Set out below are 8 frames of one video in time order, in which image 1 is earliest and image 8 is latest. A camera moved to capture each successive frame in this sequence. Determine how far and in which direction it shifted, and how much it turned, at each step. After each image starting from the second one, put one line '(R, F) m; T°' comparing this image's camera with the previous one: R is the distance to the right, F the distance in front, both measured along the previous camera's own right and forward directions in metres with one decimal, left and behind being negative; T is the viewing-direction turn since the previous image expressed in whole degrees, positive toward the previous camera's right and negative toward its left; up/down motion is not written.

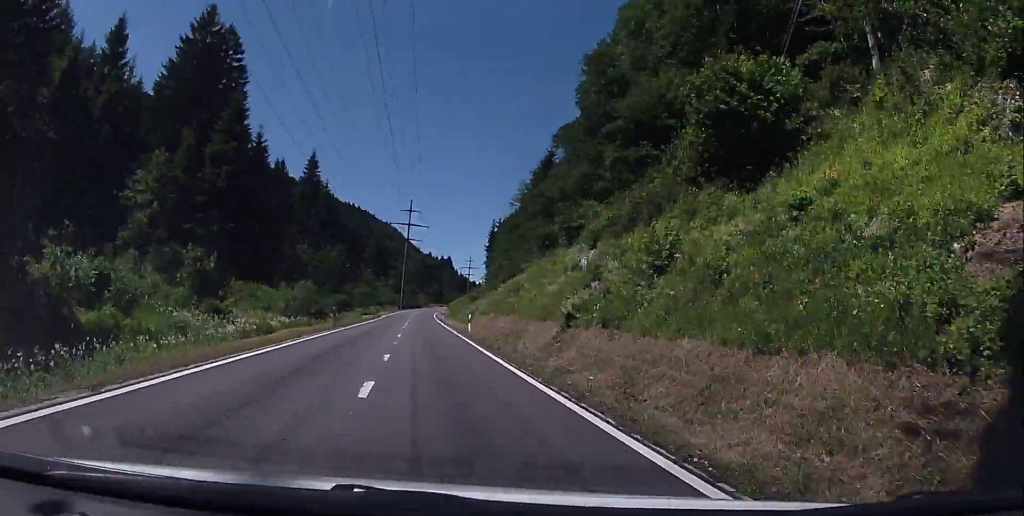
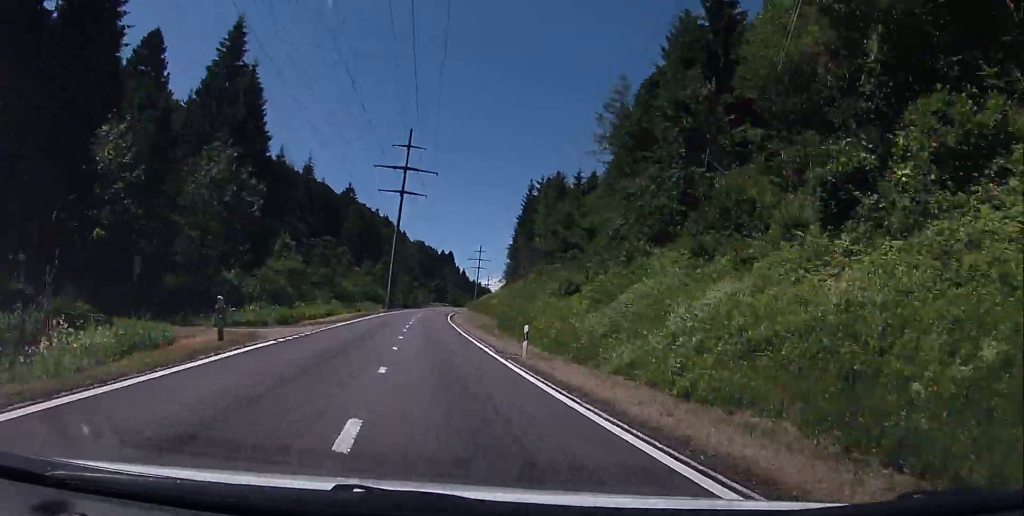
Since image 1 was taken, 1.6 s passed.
(-1.1, +55.9) m; 0°
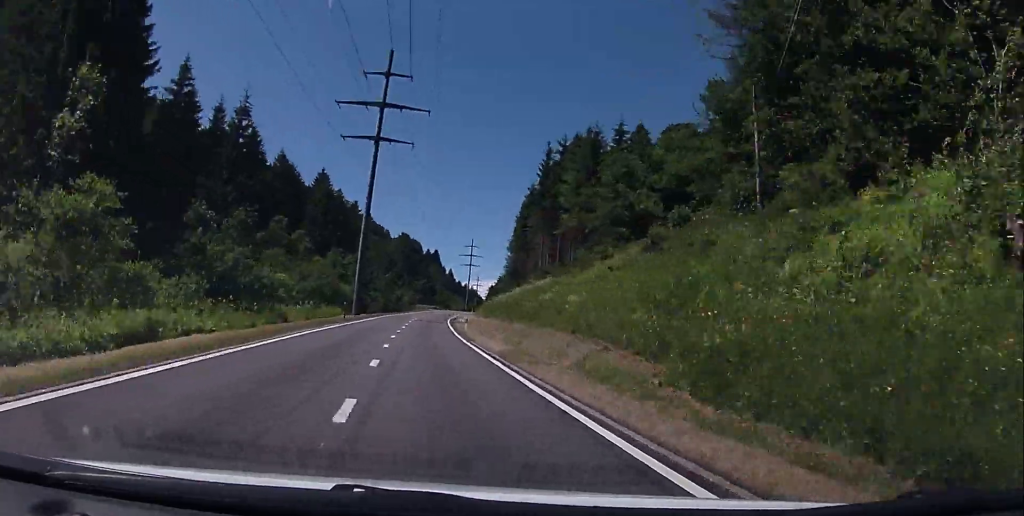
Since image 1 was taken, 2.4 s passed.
(+1.0, +28.3) m; +2°
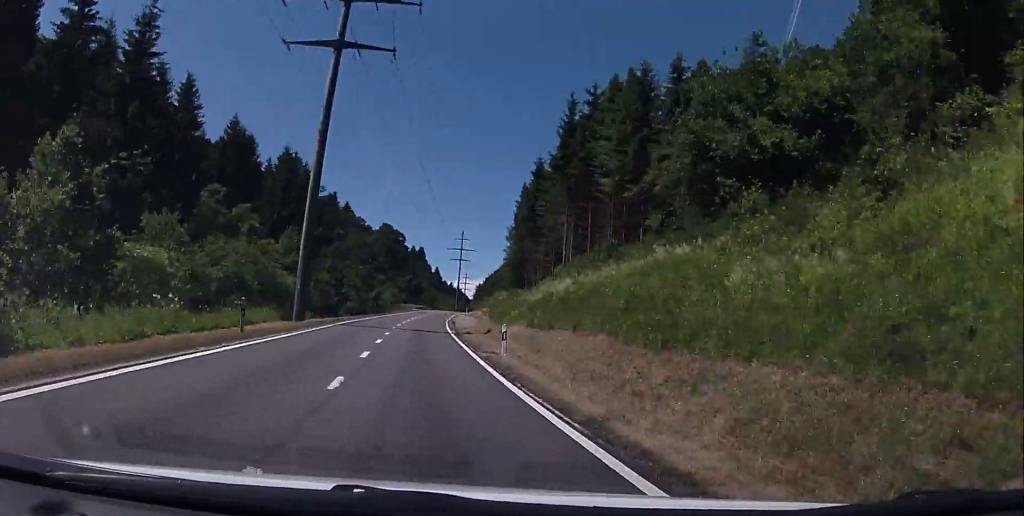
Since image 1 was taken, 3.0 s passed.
(+0.4, +21.3) m; +1°
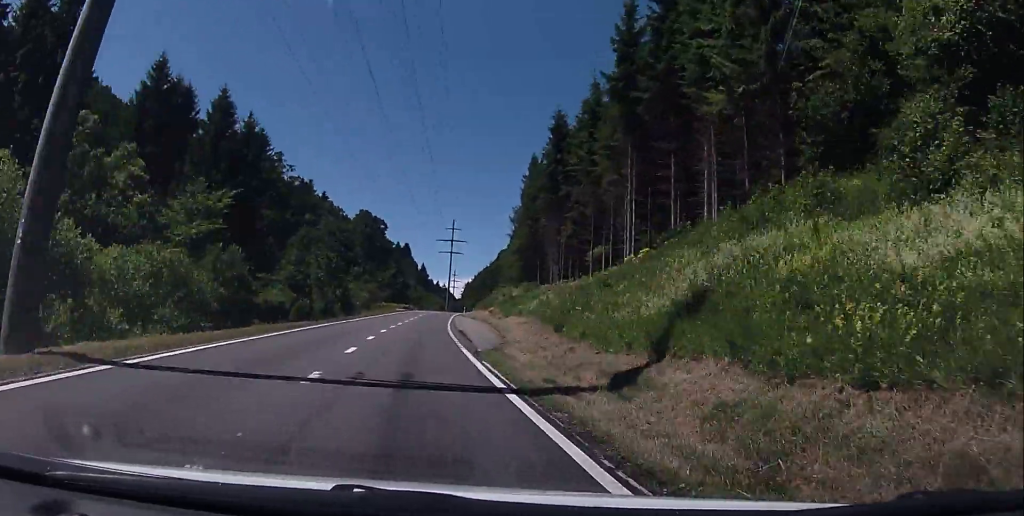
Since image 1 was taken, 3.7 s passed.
(-0.4, +23.7) m; 0°
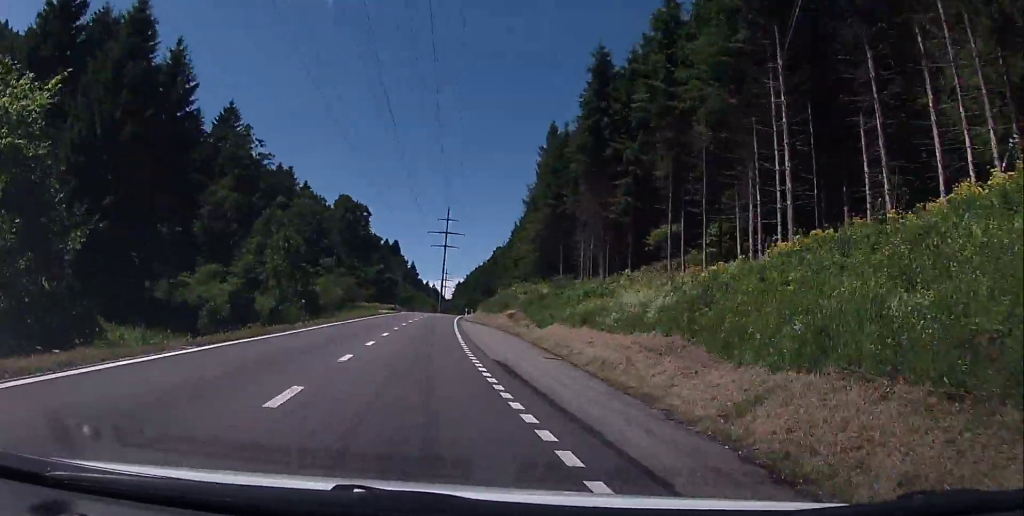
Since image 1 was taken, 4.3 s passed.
(+0.3, +19.9) m; +1°
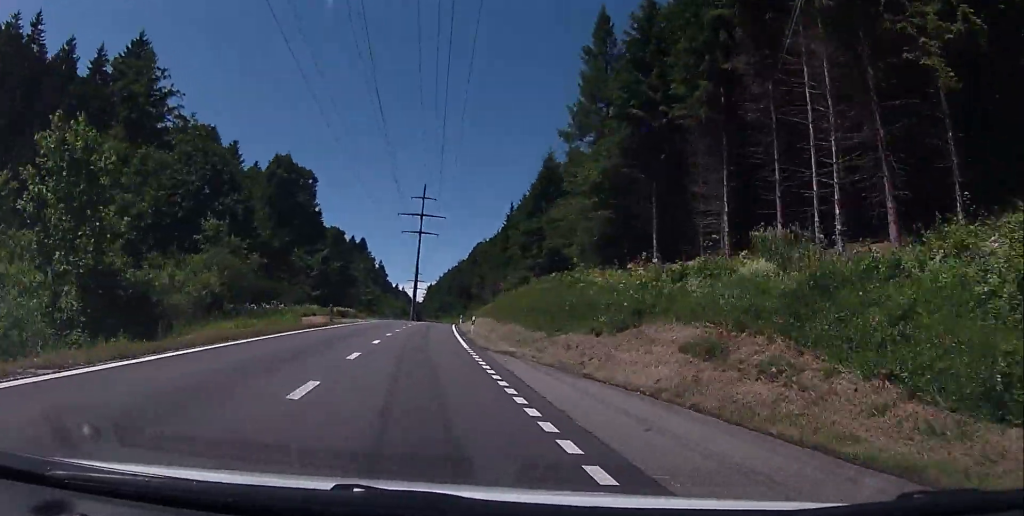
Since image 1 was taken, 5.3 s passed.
(+0.9, +35.0) m; +3°
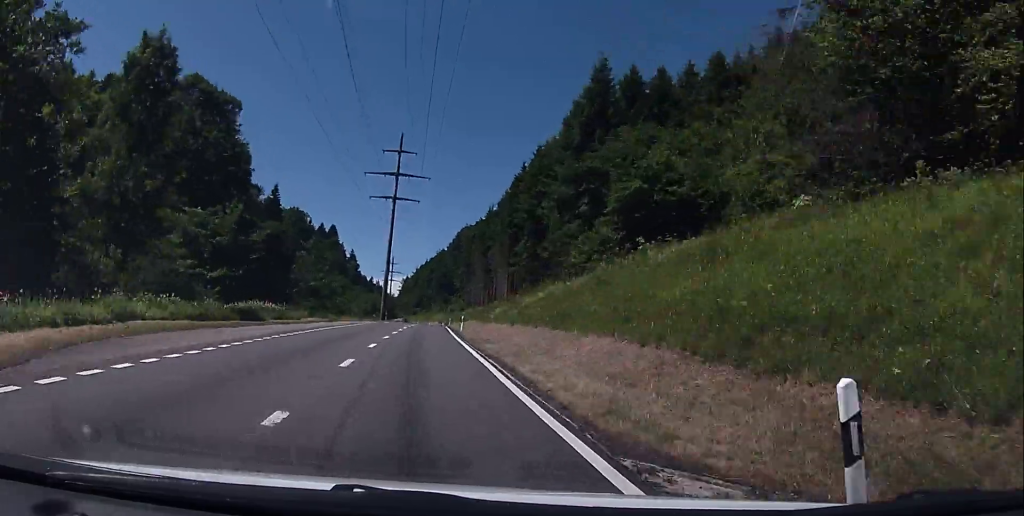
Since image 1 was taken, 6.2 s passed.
(+0.6, +31.5) m; +2°
